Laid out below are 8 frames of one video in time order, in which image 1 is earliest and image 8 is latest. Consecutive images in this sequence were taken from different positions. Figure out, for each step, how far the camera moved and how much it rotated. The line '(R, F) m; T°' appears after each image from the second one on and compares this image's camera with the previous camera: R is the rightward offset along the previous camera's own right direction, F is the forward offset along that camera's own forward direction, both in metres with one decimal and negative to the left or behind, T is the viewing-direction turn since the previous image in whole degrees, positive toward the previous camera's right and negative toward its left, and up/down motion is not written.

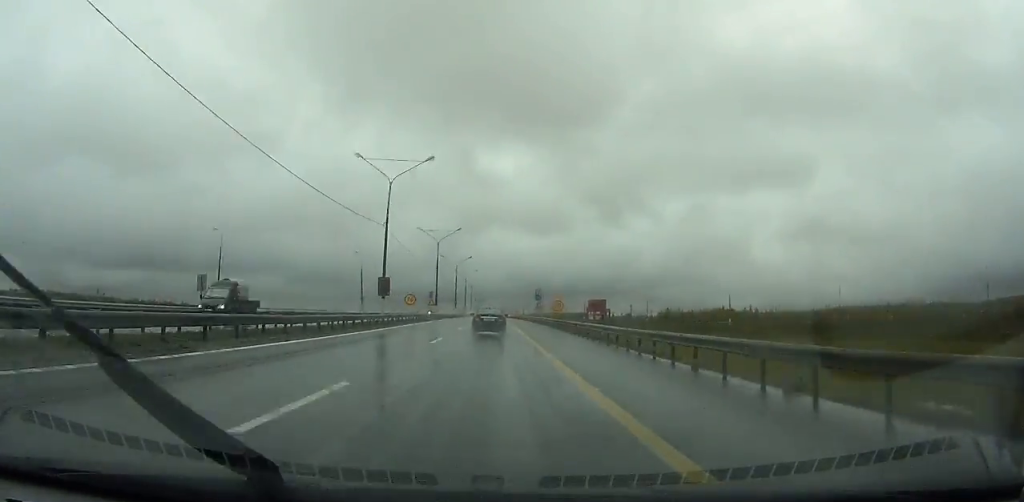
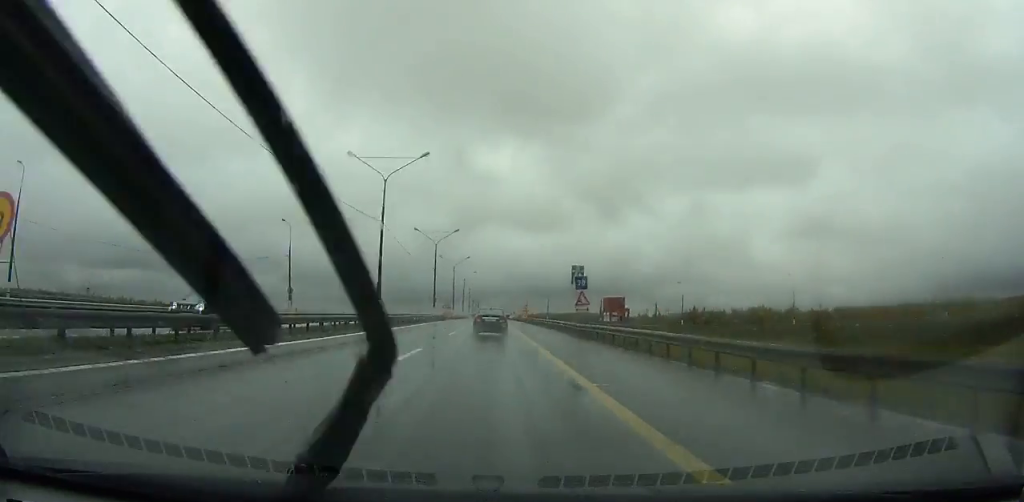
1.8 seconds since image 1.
(+0.1, +38.6) m; 0°
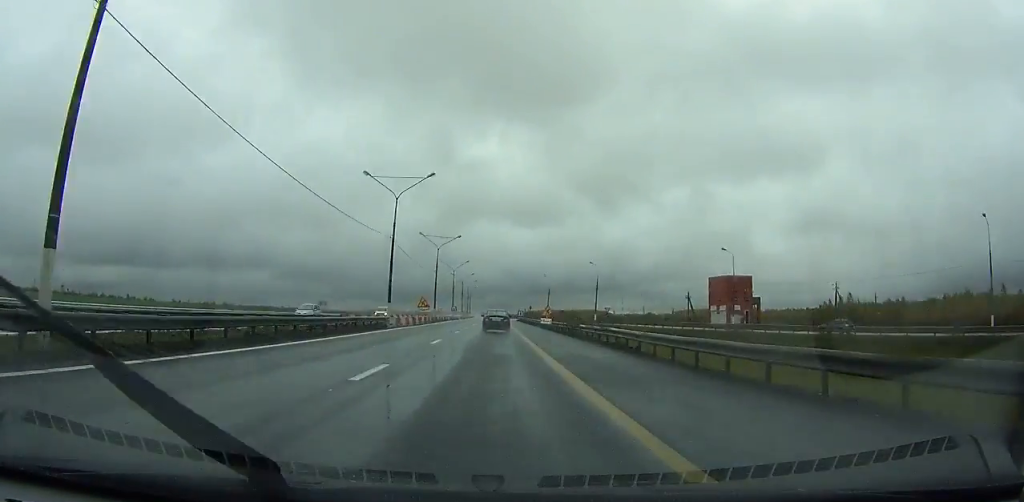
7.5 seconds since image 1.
(-0.3, +112.0) m; 0°
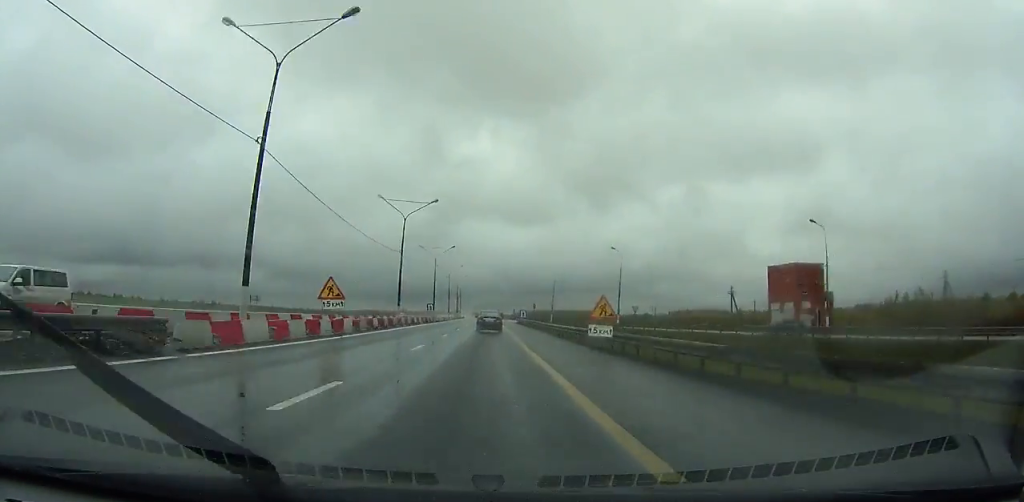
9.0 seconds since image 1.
(+0.1, +27.9) m; 0°
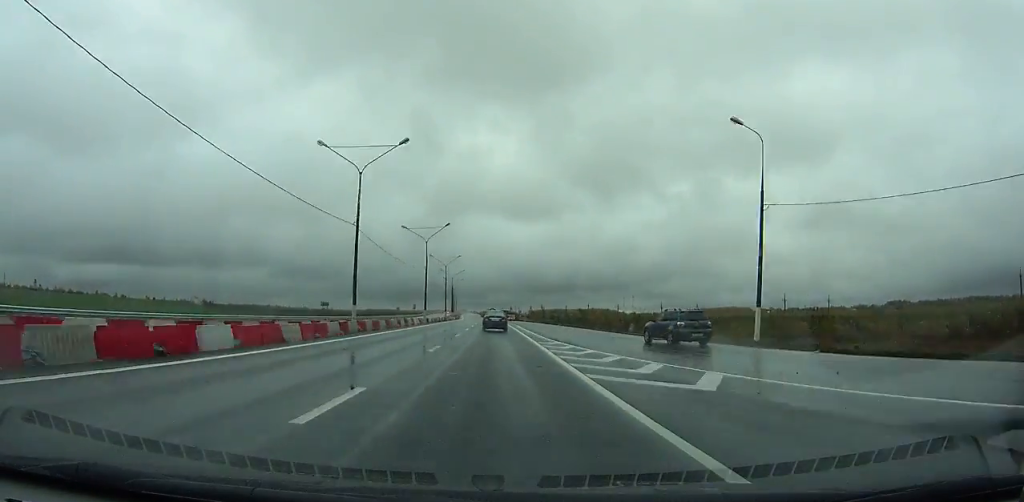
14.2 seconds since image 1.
(-0.5, +97.6) m; -1°
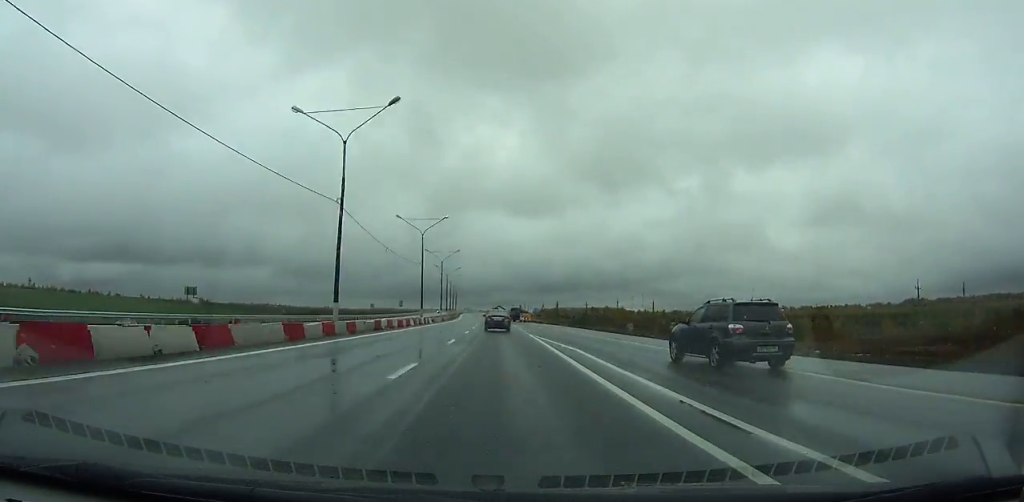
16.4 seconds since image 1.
(-0.2, +42.8) m; 0°
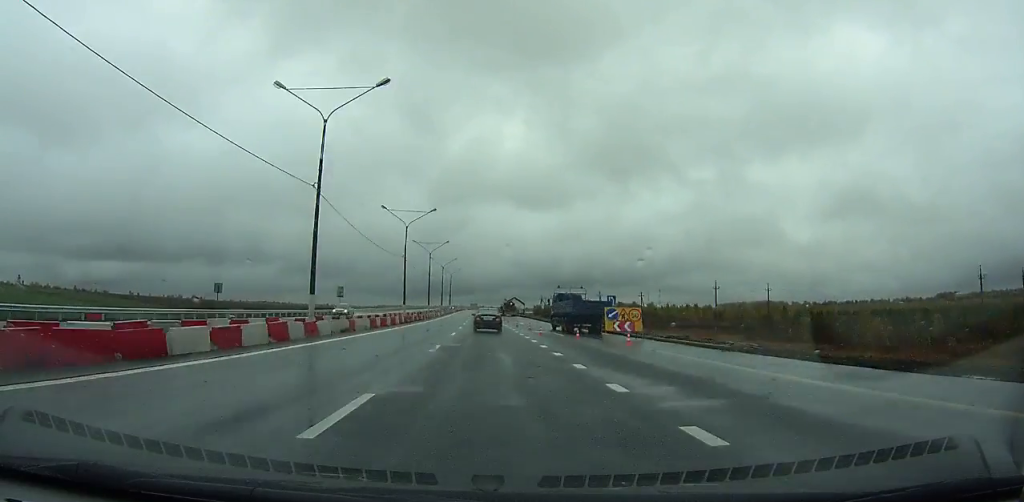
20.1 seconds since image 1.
(-0.5, +74.2) m; -1°
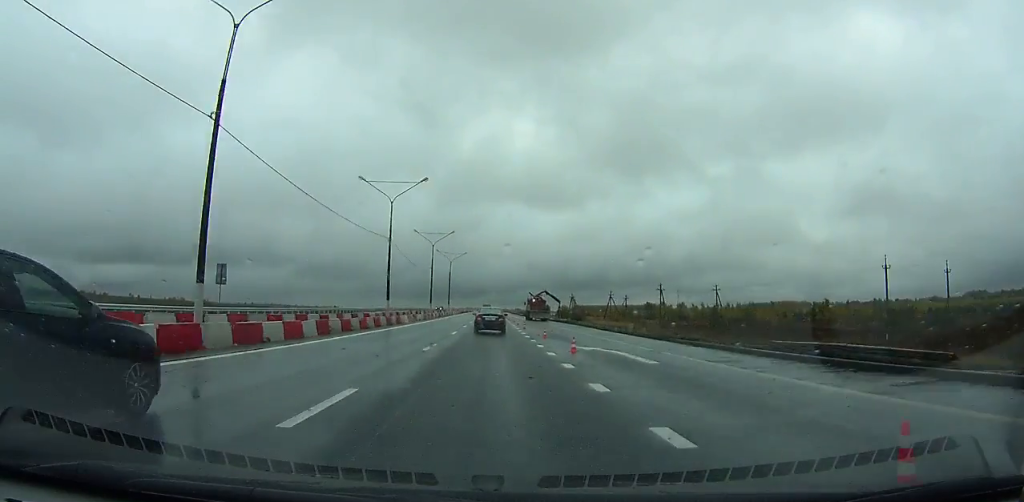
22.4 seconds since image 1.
(-0.4, +46.9) m; -1°
